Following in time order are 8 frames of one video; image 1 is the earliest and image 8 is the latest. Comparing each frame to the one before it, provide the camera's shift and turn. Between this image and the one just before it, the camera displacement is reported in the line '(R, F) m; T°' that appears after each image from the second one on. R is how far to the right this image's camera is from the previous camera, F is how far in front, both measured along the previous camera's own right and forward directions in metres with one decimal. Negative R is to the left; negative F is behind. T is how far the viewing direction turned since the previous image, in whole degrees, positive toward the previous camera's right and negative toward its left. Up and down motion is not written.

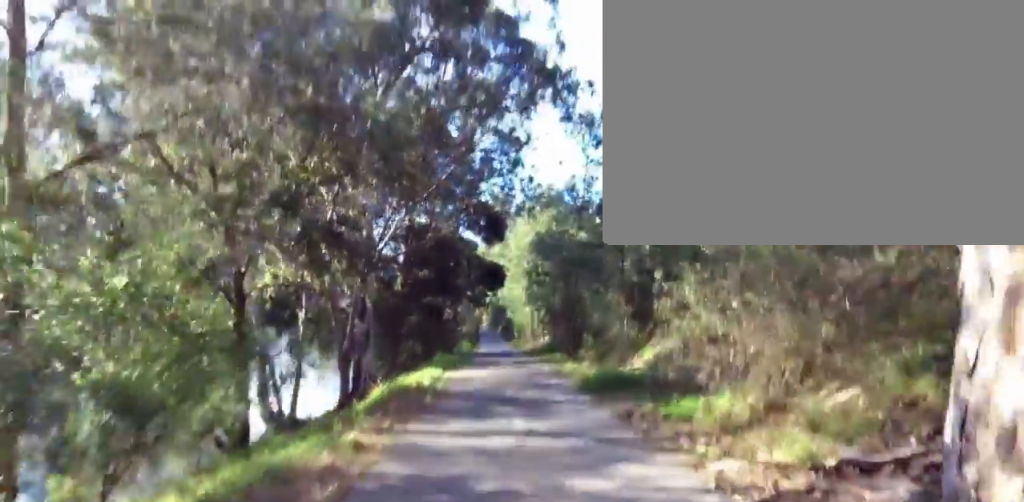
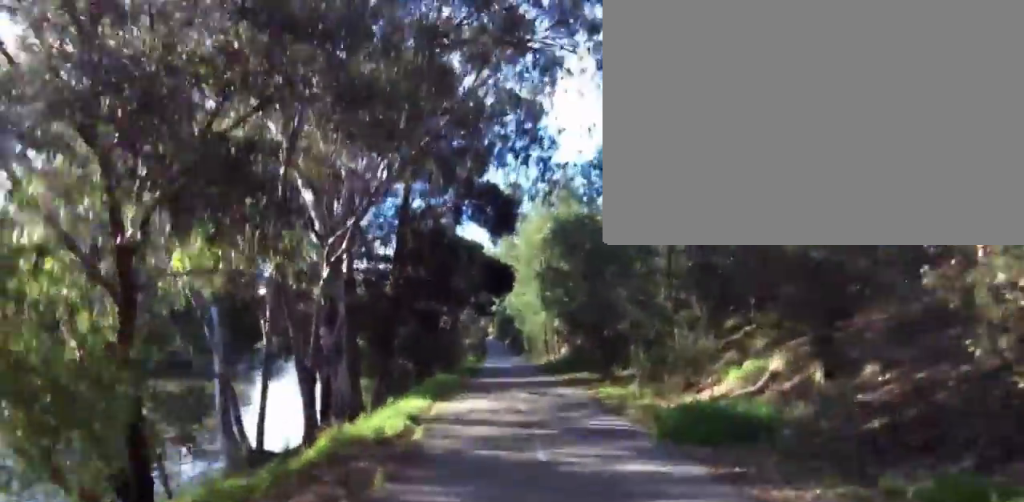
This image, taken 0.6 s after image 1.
(+0.1, +6.1) m; -1°
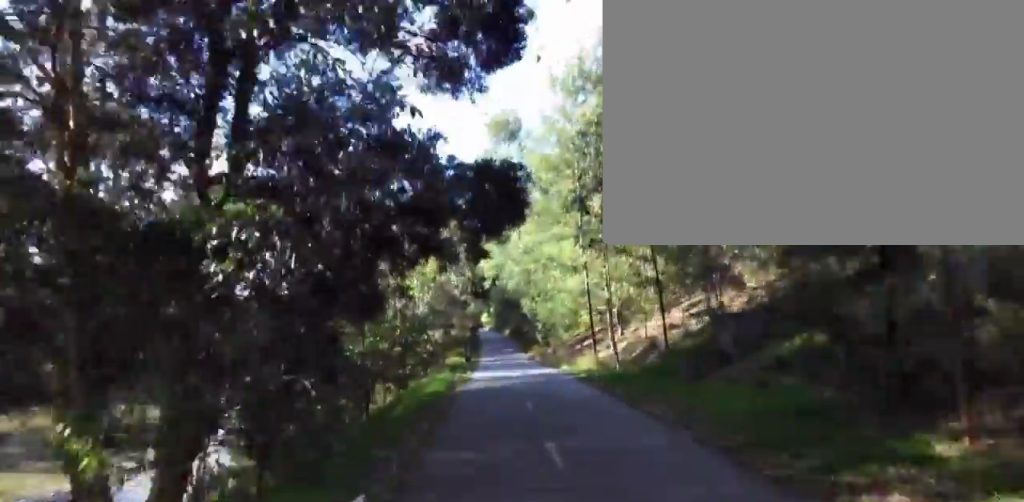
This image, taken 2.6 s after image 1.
(-0.8, +17.6) m; +3°
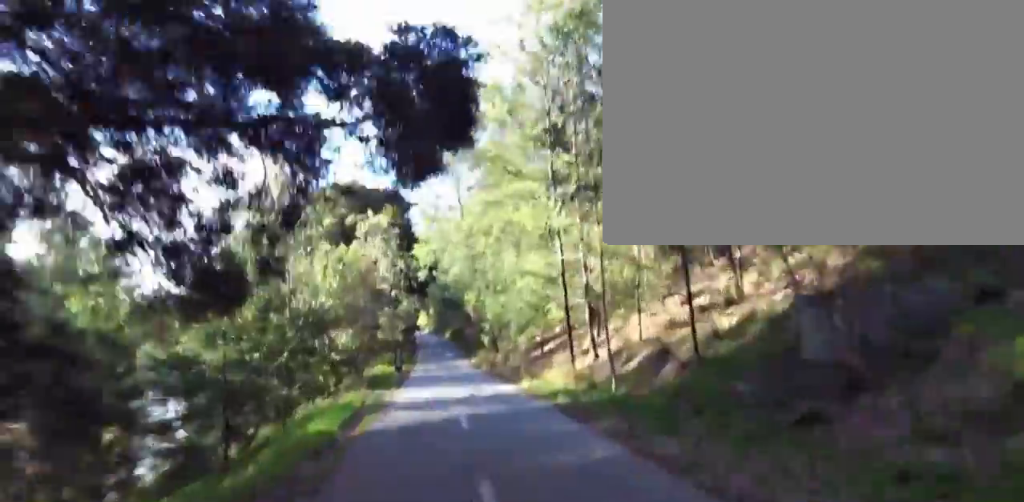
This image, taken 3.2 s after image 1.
(+0.5, +4.8) m; 0°
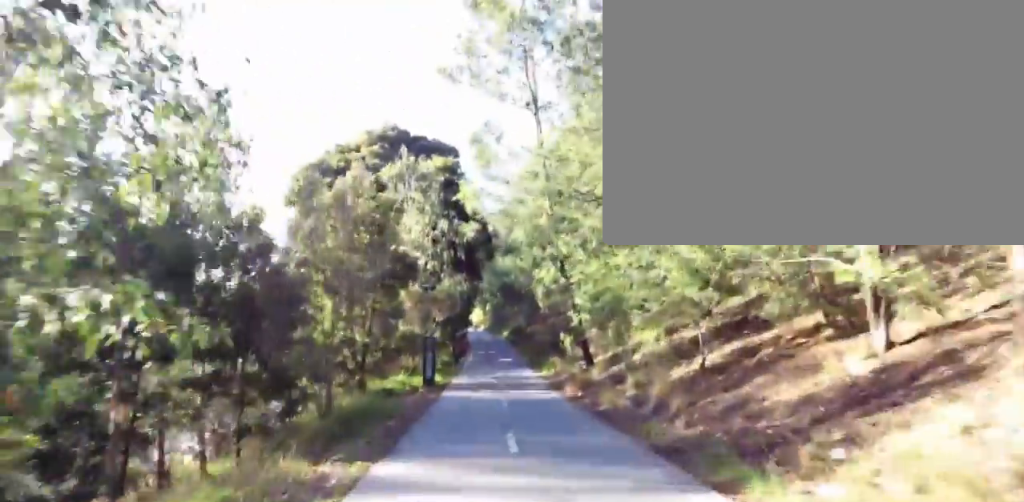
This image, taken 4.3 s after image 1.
(-0.4, +9.2) m; -2°
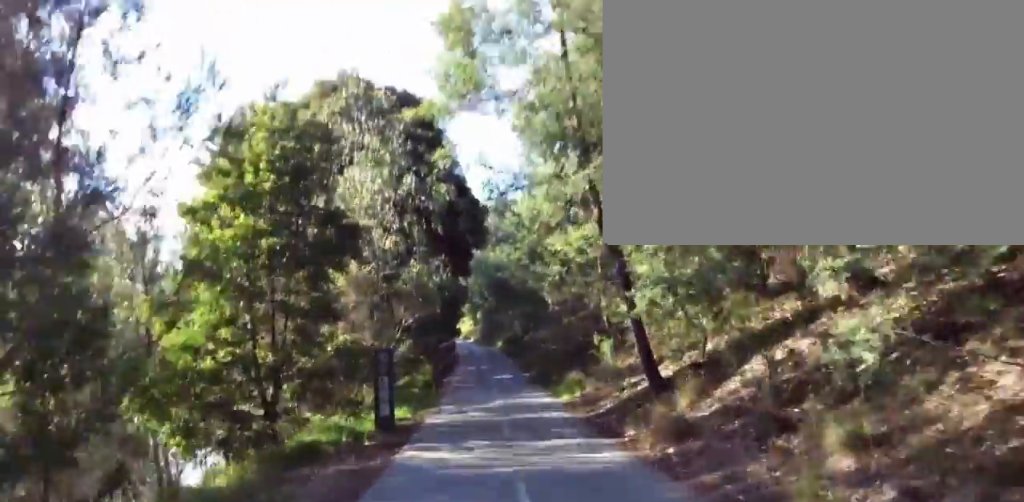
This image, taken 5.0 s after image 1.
(0.0, +6.1) m; +1°
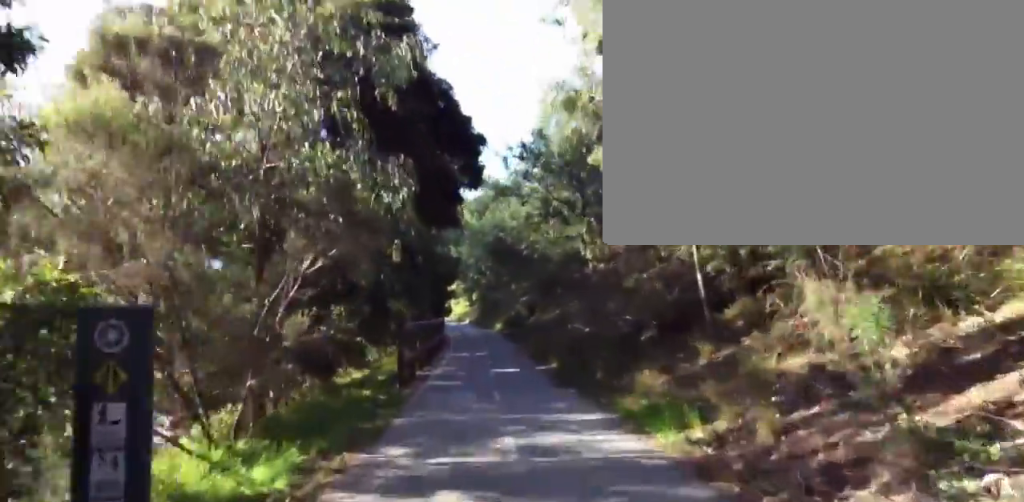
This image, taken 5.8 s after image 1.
(+0.2, +6.8) m; +2°
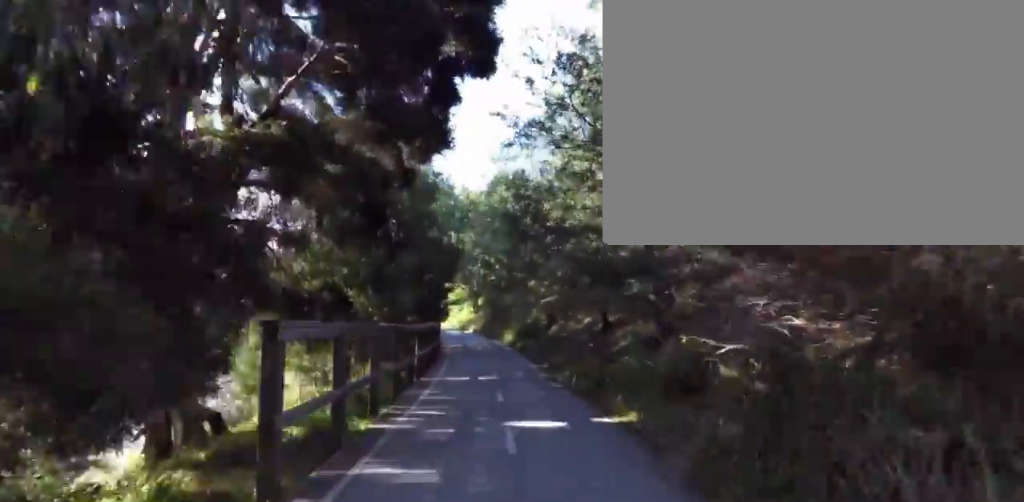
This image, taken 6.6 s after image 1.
(0.0, +6.3) m; 0°
